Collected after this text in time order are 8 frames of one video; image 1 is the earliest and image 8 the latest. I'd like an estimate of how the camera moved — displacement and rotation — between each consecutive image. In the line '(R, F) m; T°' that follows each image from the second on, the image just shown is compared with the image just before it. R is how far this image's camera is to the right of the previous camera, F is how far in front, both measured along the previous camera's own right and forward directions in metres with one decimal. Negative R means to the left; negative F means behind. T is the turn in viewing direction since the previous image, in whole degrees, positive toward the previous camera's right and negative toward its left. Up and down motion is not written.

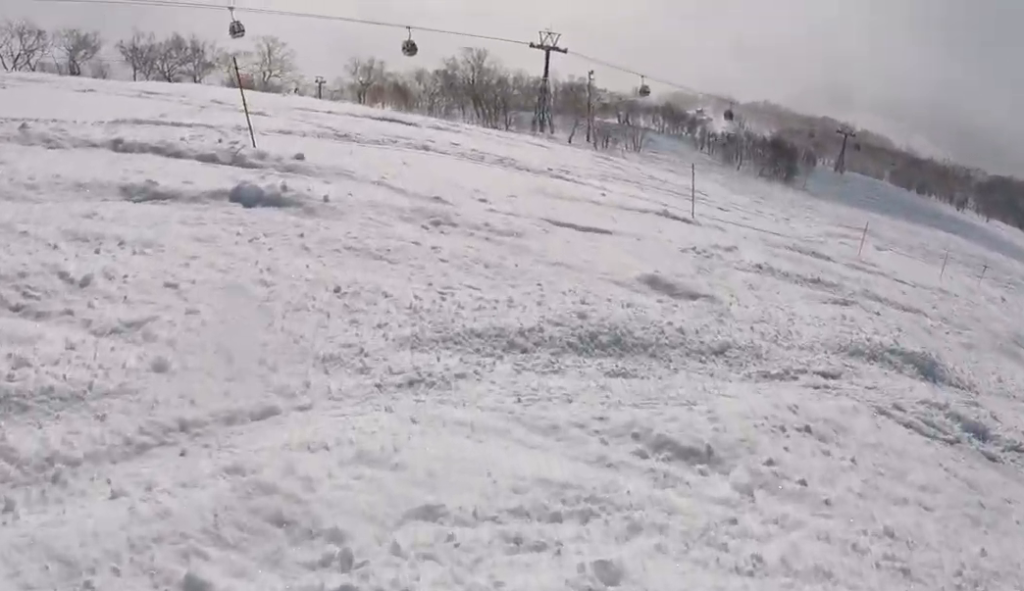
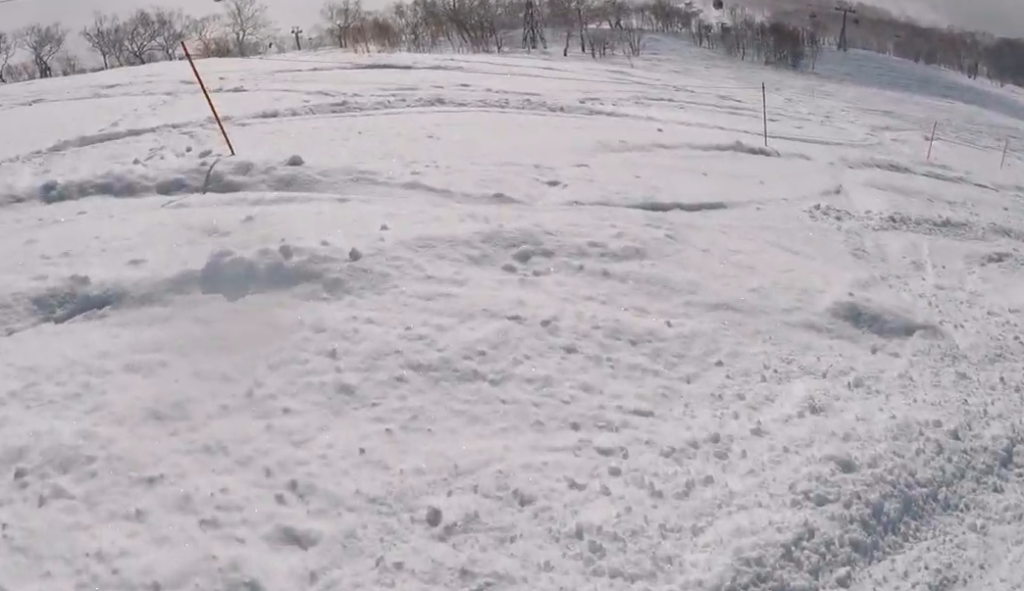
(+1.0, +1.9) m; +21°
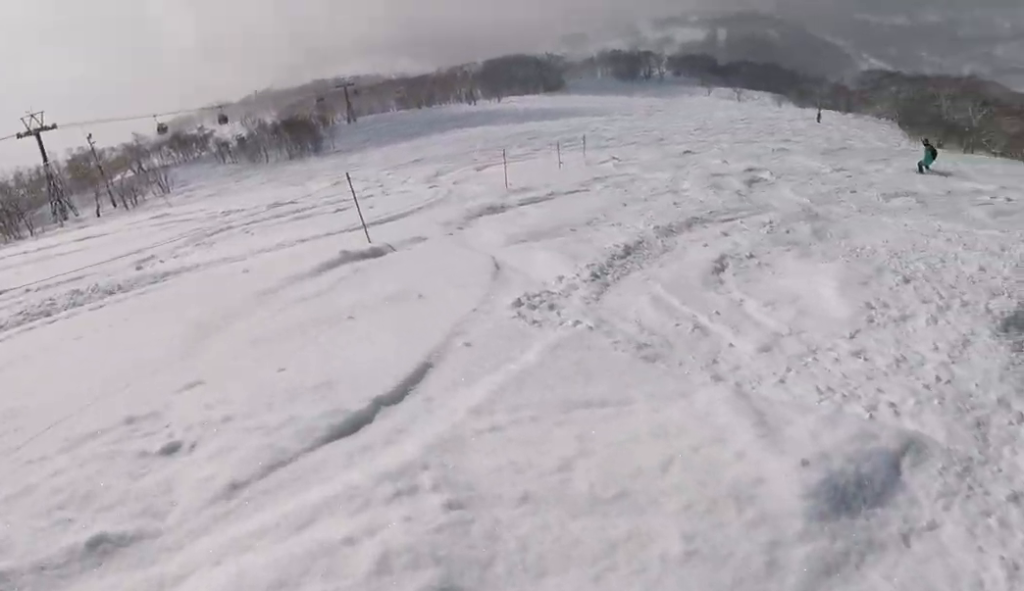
(+0.6, +2.6) m; +23°
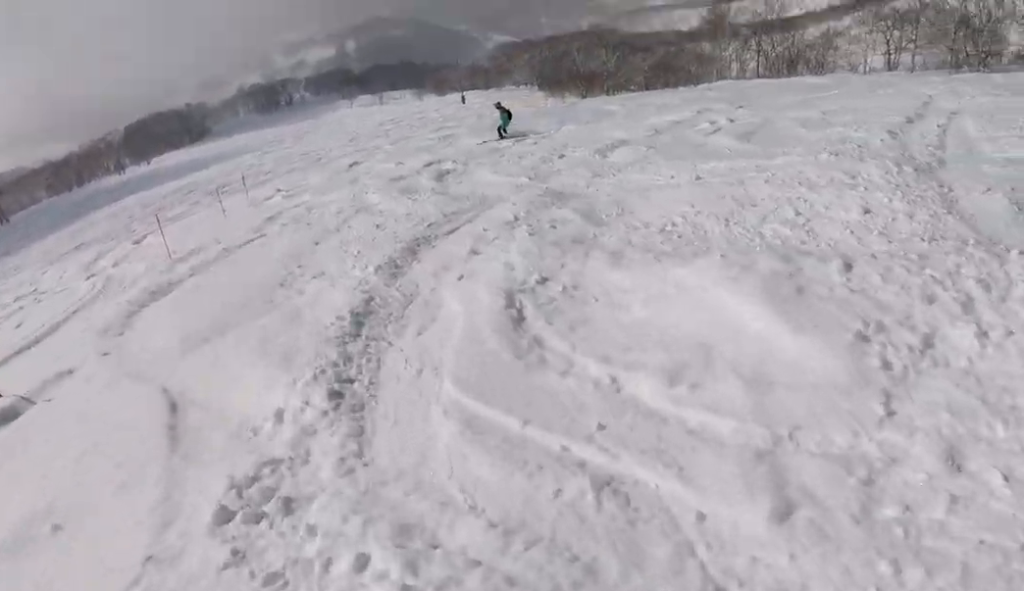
(-0.1, +2.6) m; +20°
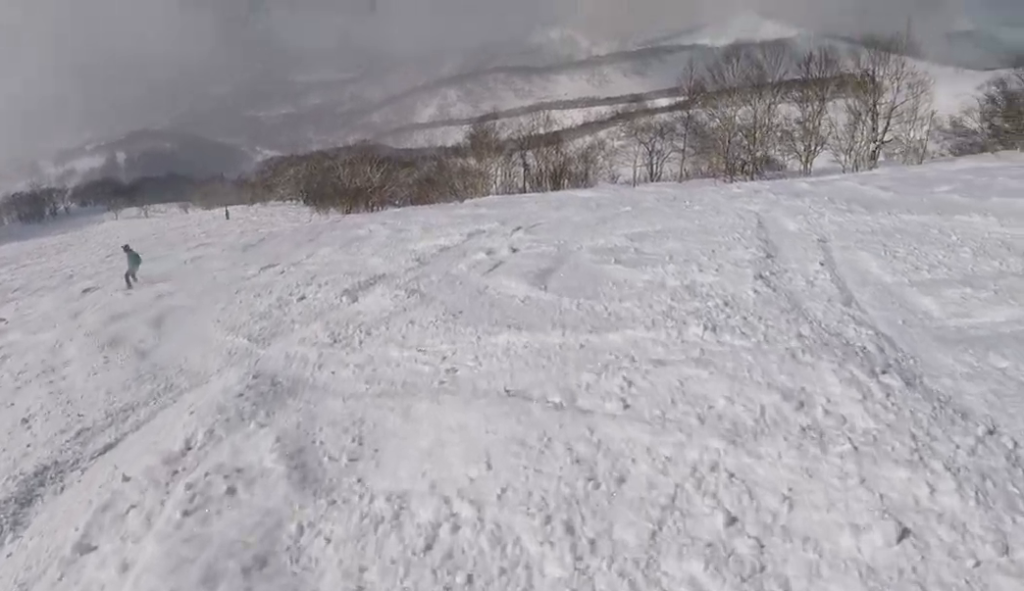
(+1.2, +2.9) m; +19°
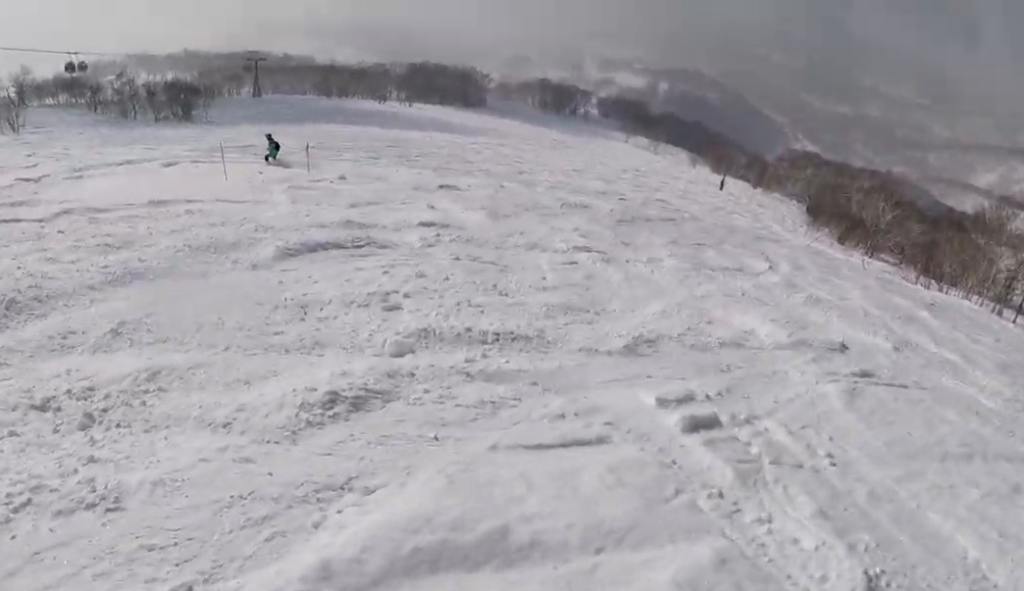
(-0.7, +6.9) m; -42°
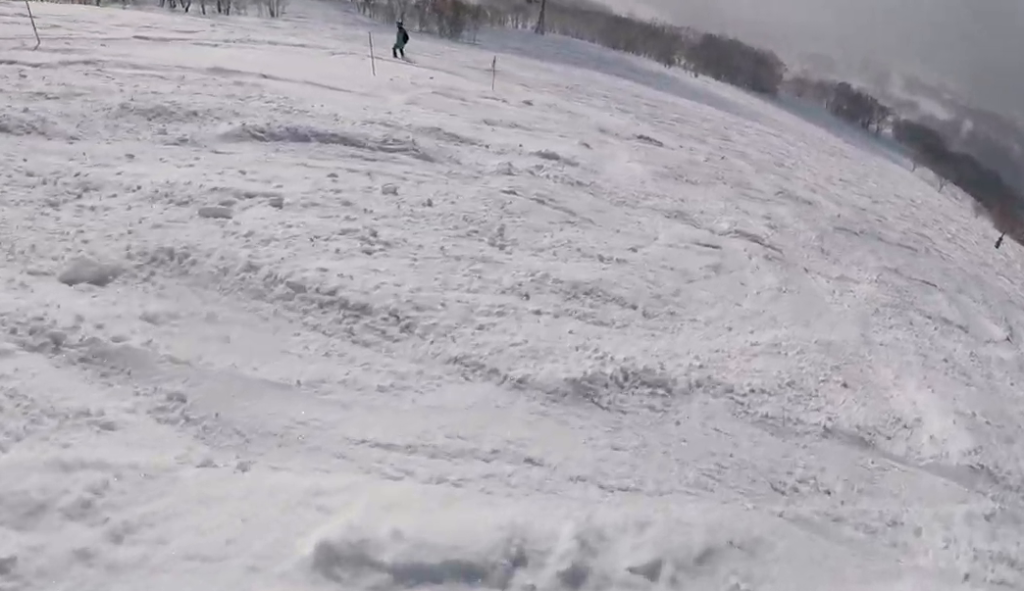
(-1.4, +3.7) m; -34°
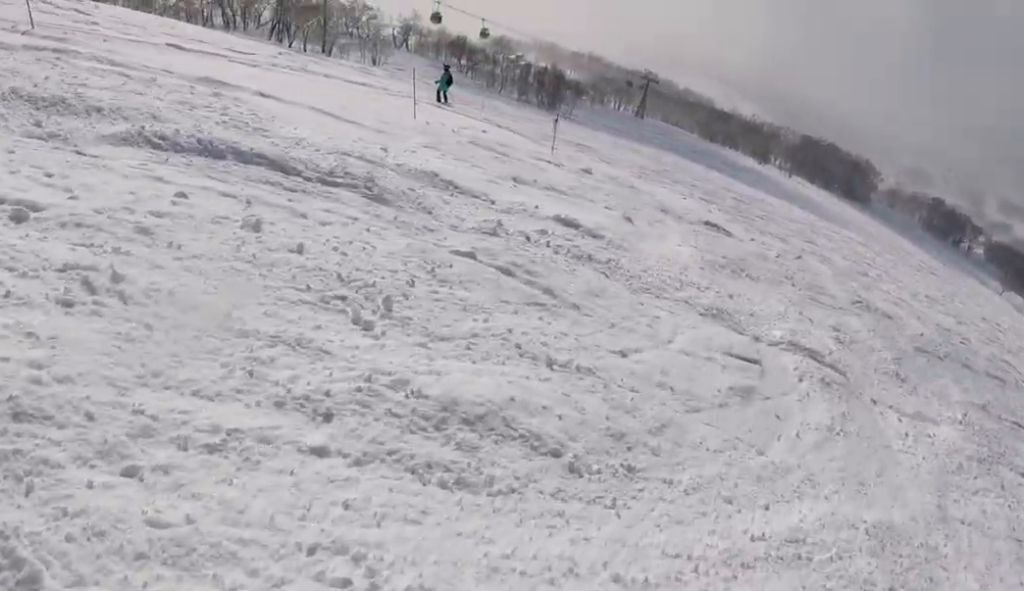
(-0.2, +2.2) m; -11°
